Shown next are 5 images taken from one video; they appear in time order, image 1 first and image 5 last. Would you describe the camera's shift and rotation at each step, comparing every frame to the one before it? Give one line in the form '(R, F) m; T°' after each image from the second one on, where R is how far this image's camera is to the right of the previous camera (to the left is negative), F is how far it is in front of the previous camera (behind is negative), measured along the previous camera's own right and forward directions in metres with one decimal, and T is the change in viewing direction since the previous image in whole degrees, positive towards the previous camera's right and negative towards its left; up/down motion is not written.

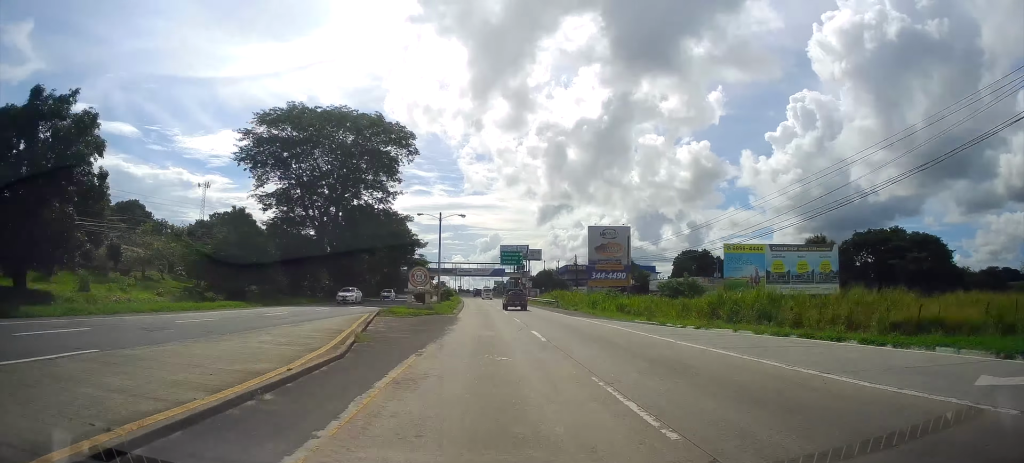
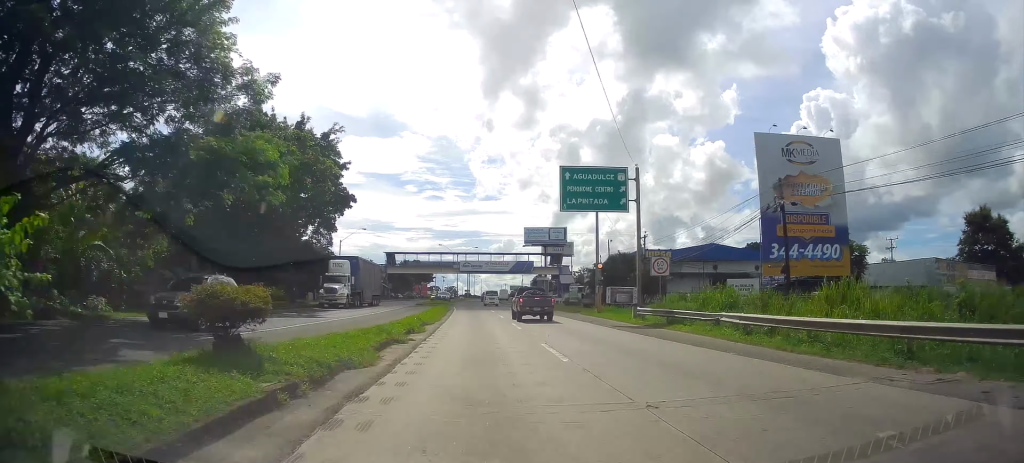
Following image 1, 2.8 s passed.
(-0.8, +64.2) m; -2°
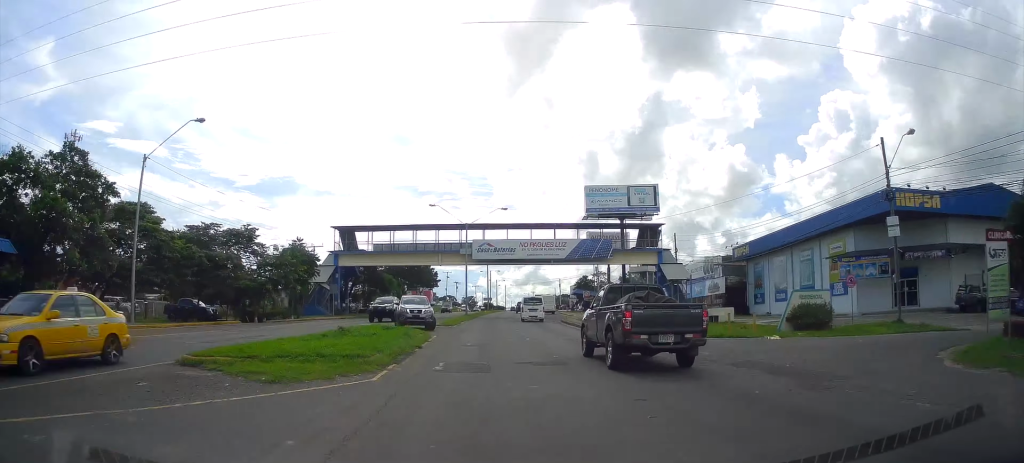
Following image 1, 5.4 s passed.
(-0.8, +59.1) m; 0°
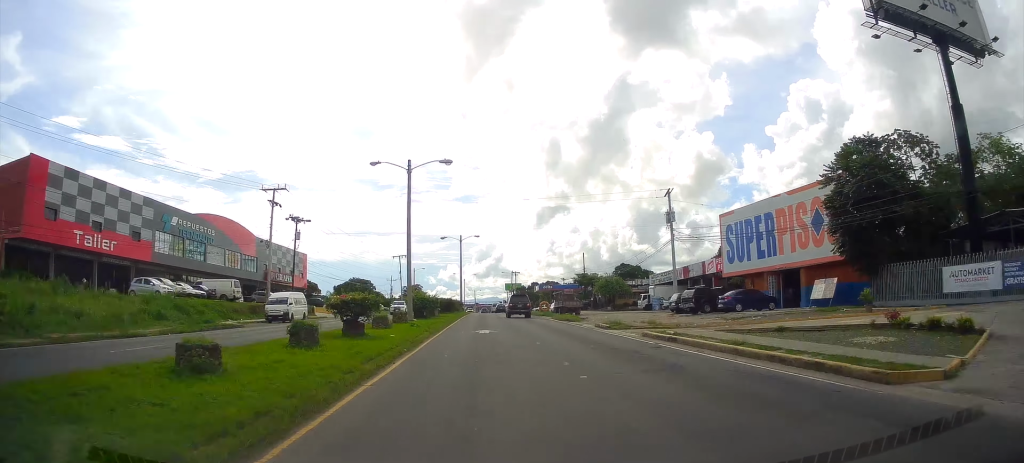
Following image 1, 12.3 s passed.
(+4.0, +142.6) m; +3°
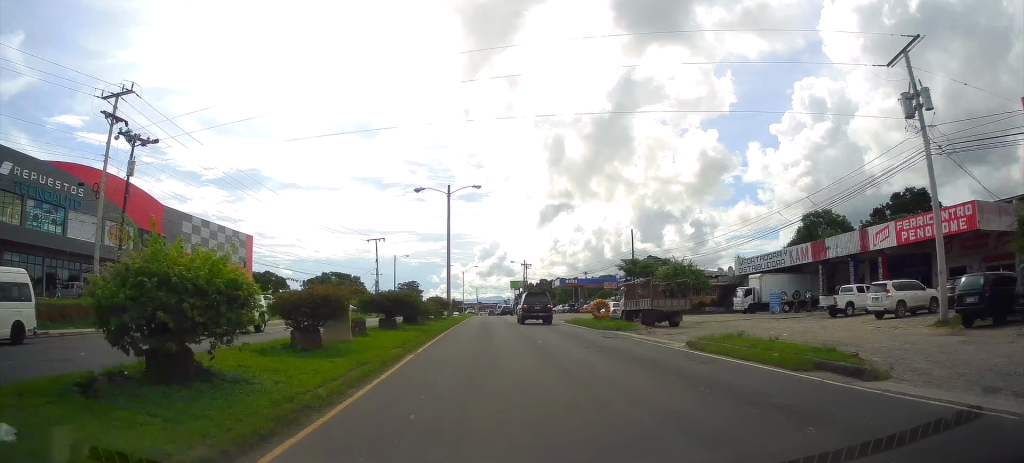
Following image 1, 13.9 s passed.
(-0.1, +31.4) m; 0°
